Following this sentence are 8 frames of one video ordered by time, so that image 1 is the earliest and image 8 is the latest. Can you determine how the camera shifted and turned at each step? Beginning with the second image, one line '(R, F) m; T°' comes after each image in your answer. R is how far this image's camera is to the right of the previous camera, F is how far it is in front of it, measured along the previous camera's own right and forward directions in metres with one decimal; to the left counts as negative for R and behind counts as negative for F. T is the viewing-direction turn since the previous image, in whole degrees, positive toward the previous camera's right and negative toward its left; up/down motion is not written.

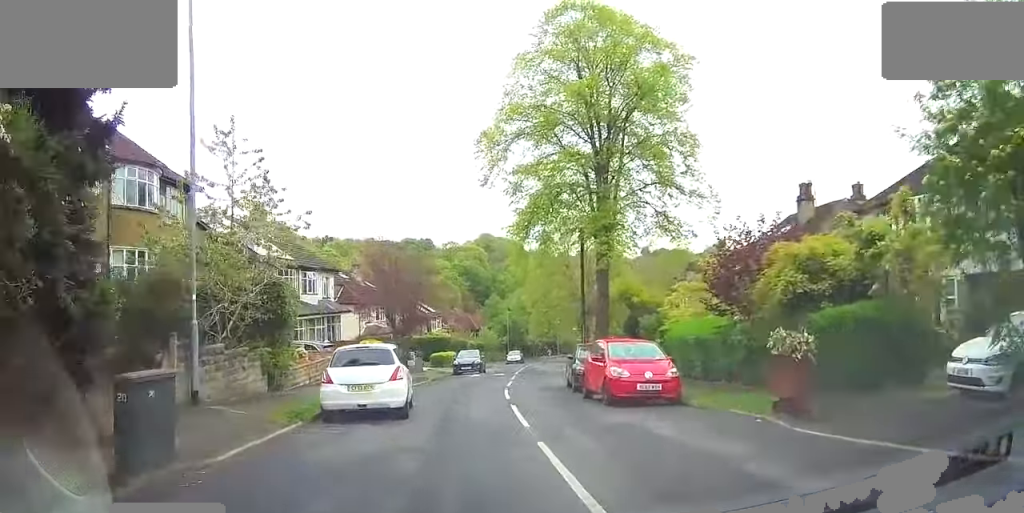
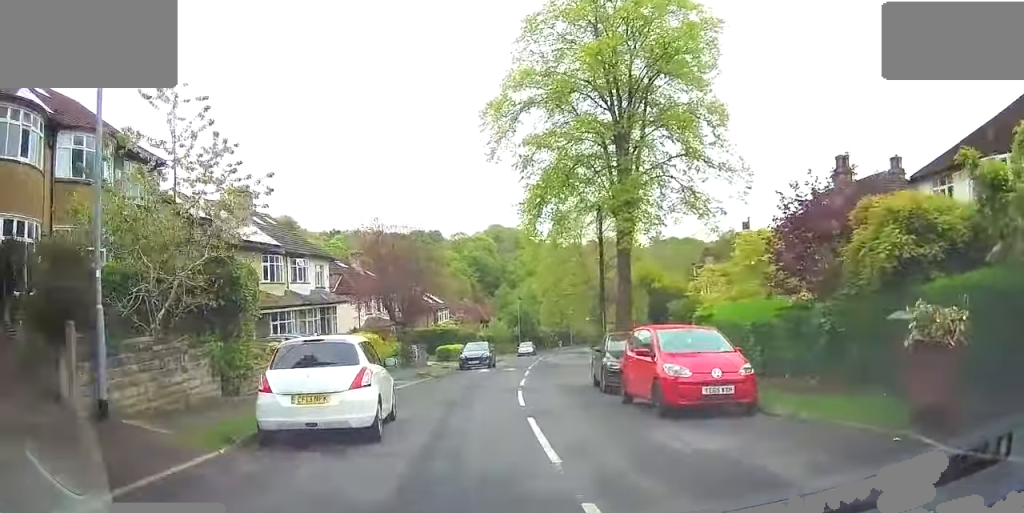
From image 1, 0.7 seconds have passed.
(0.0, +3.7) m; 0°
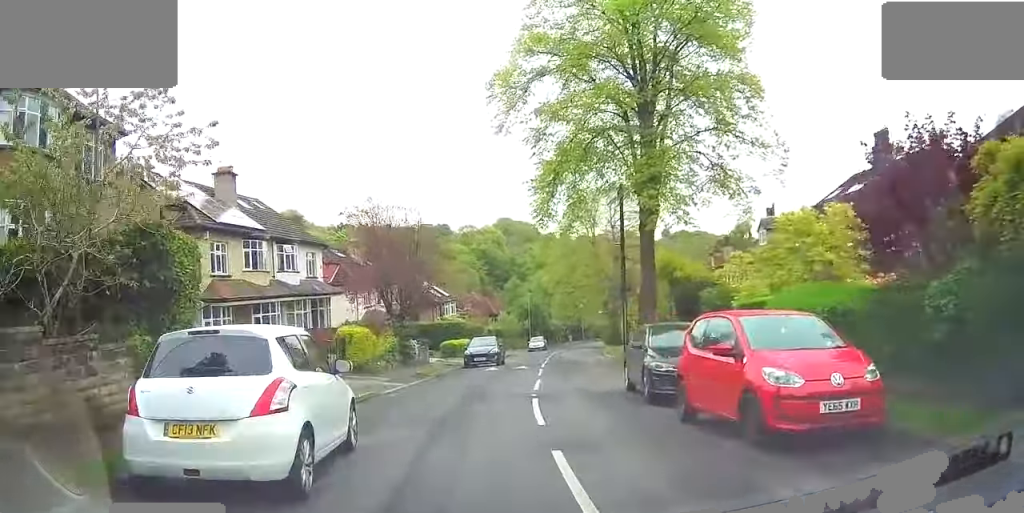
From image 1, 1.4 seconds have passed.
(+0.3, +3.6) m; 0°
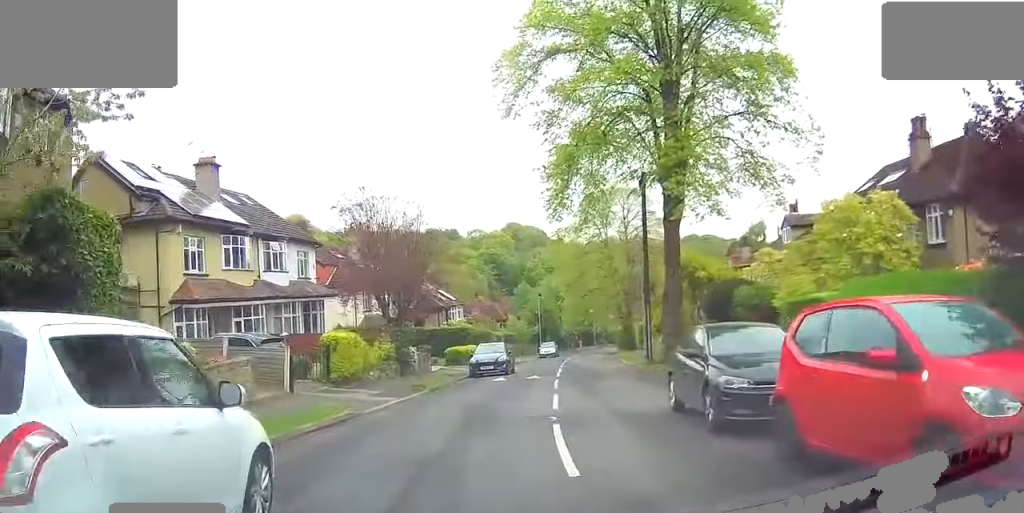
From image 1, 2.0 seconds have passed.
(-0.3, +3.1) m; -4°
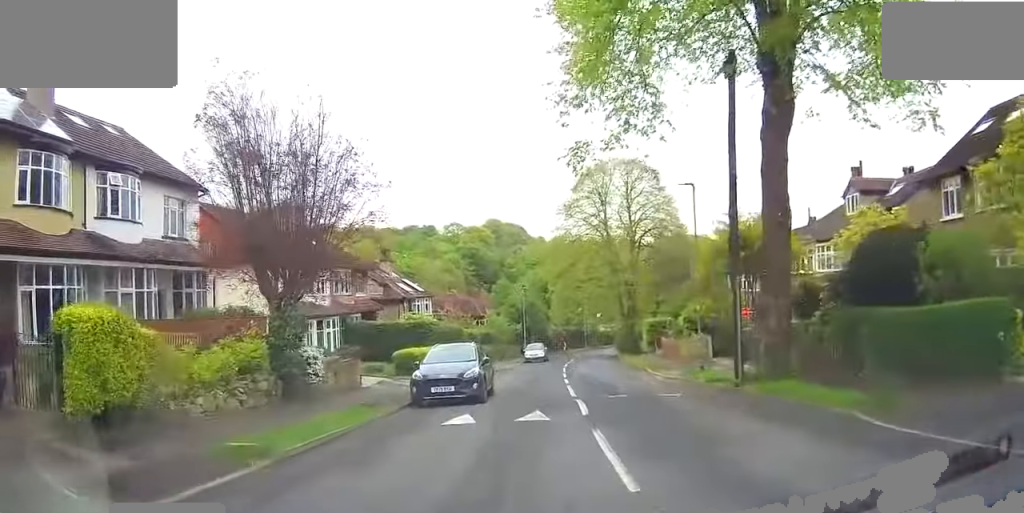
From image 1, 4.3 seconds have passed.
(-0.5, +12.7) m; -1°
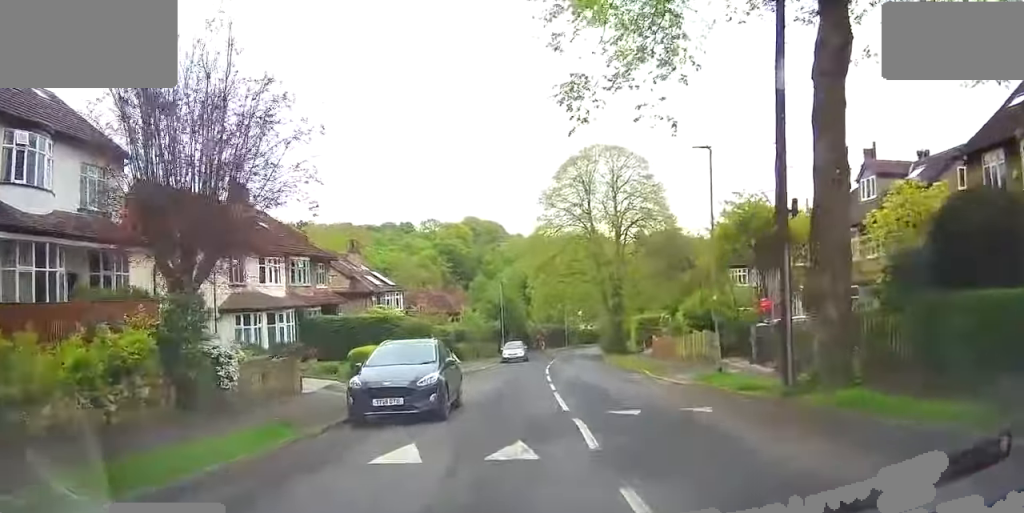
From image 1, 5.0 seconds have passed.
(+0.1, +4.1) m; +4°
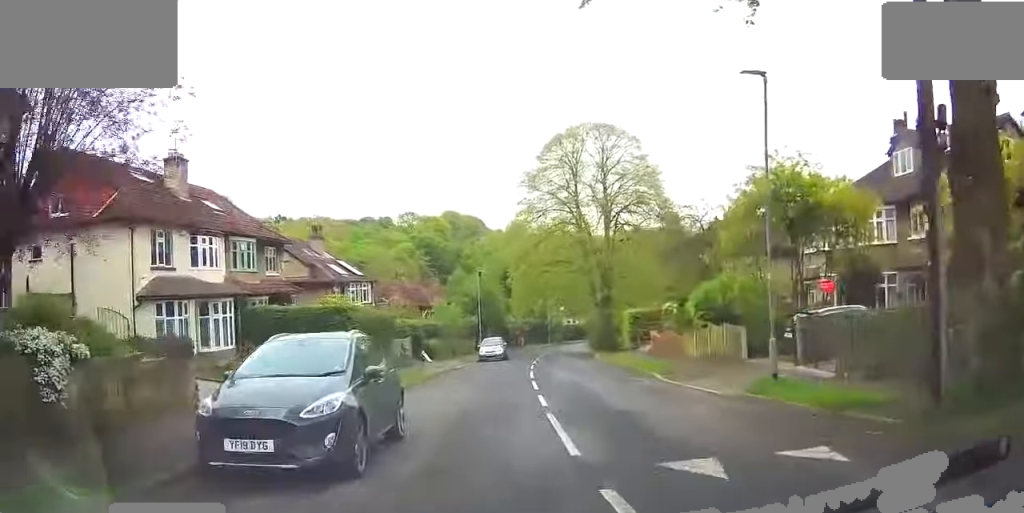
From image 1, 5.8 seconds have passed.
(+0.2, +4.9) m; +4°
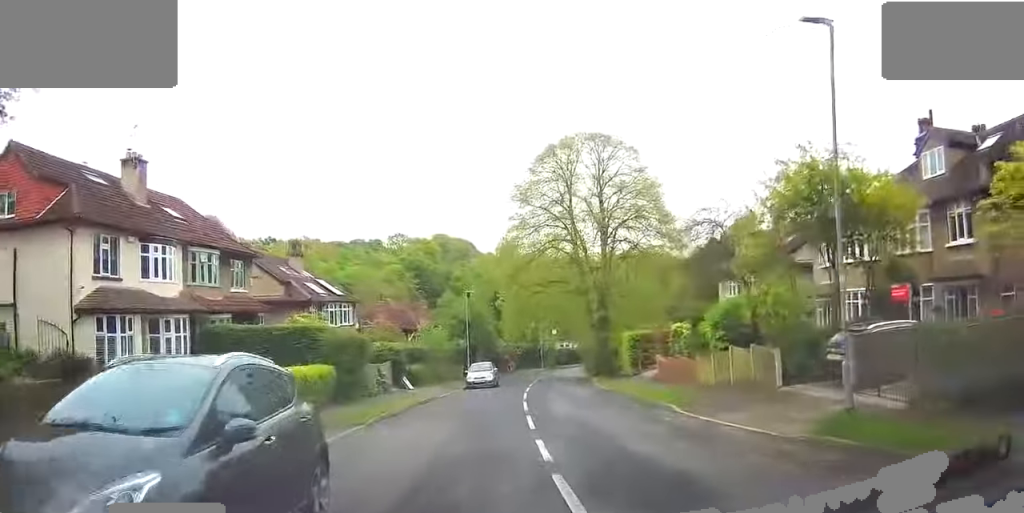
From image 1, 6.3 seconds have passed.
(+0.2, +3.3) m; +3°
